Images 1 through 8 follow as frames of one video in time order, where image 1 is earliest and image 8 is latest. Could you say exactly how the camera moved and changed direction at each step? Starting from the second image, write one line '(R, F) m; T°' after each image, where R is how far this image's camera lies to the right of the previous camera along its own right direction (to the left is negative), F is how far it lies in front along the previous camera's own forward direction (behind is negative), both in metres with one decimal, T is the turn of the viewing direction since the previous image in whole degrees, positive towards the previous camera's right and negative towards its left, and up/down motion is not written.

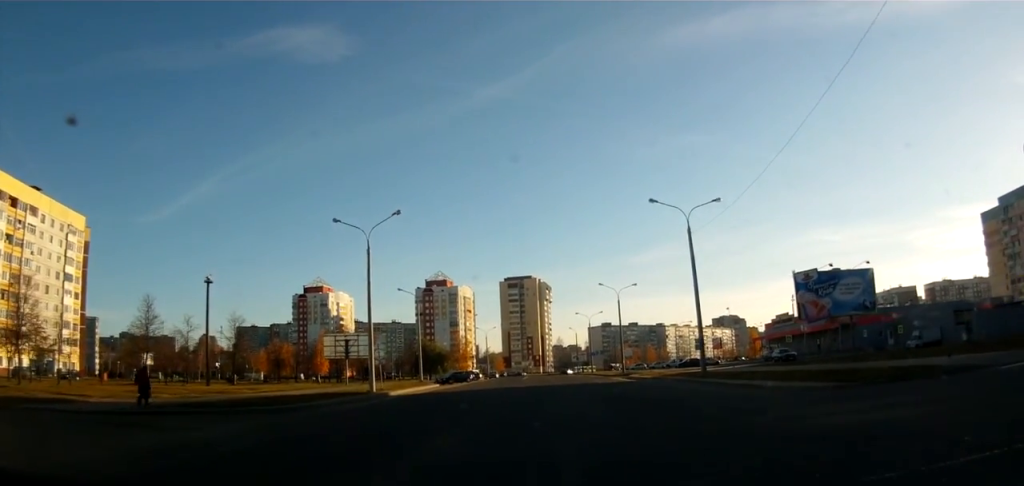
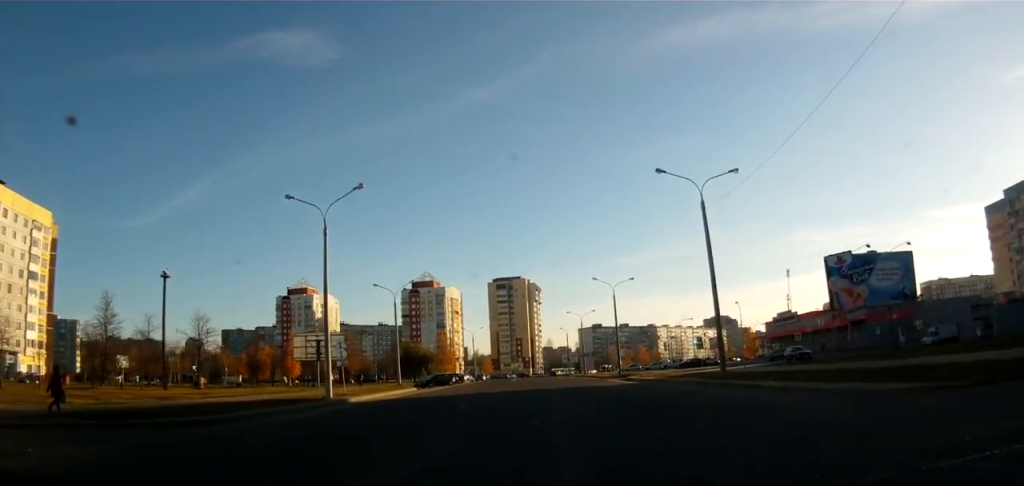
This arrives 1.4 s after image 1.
(+0.4, +6.8) m; +5°
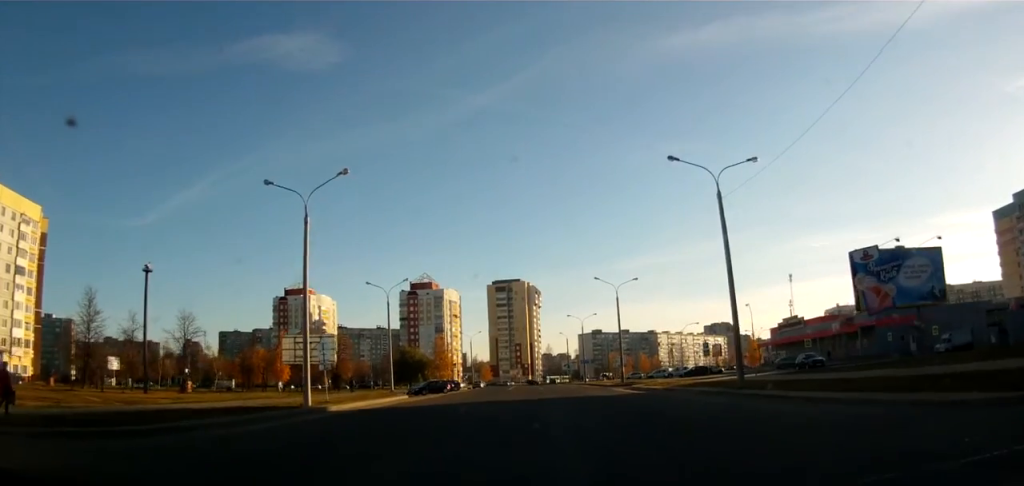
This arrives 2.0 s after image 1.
(0.0, +3.4) m; +1°
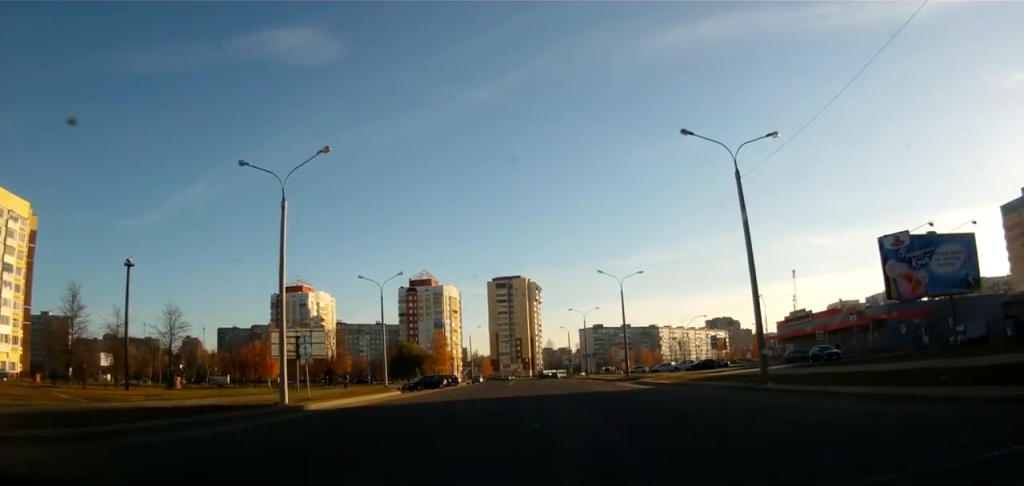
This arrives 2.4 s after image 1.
(0.0, +3.0) m; +1°
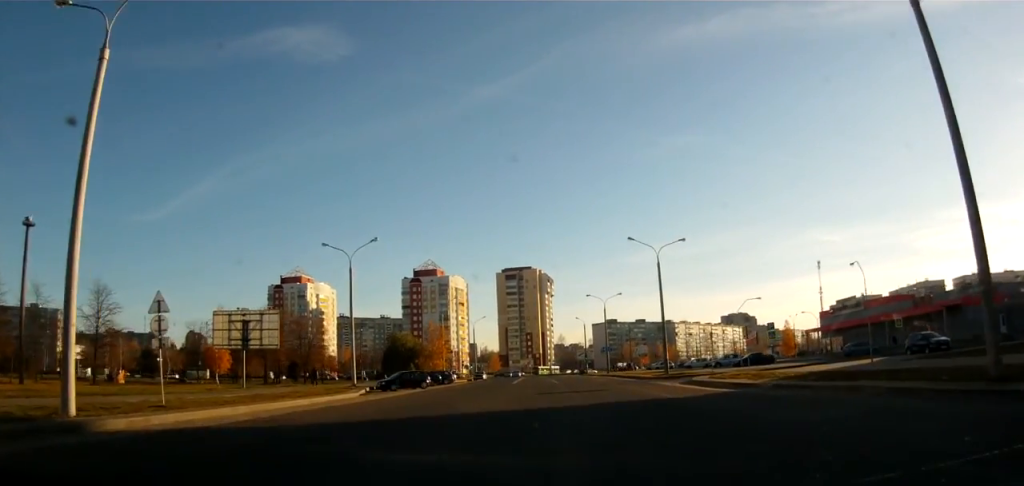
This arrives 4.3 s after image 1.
(+0.5, +15.7) m; +2°
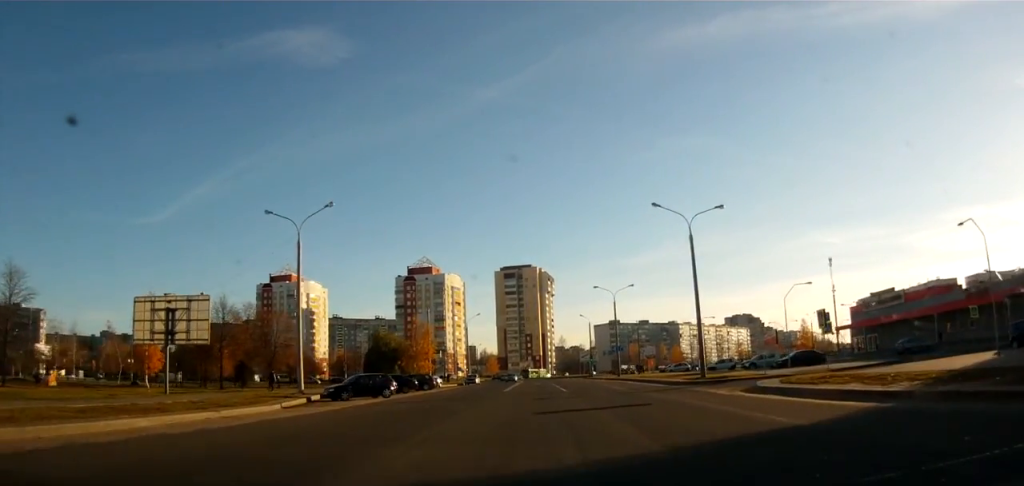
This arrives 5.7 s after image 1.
(-0.2, +12.6) m; -2°
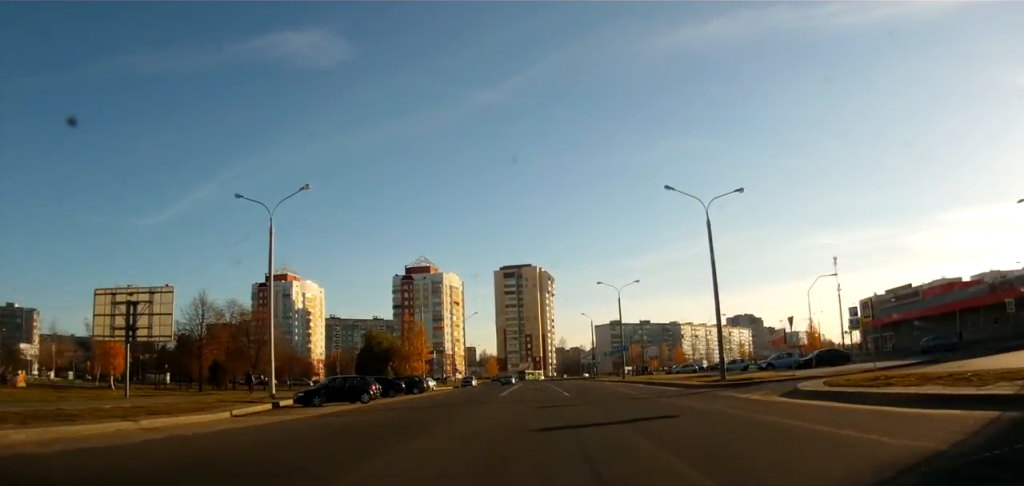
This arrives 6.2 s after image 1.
(0.0, +4.5) m; -1°
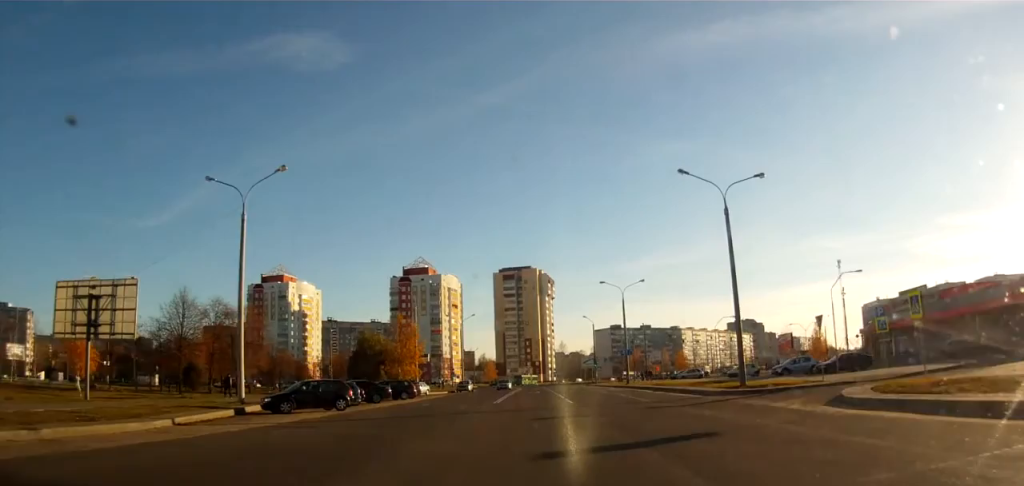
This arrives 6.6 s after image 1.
(0.0, +3.9) m; 0°
